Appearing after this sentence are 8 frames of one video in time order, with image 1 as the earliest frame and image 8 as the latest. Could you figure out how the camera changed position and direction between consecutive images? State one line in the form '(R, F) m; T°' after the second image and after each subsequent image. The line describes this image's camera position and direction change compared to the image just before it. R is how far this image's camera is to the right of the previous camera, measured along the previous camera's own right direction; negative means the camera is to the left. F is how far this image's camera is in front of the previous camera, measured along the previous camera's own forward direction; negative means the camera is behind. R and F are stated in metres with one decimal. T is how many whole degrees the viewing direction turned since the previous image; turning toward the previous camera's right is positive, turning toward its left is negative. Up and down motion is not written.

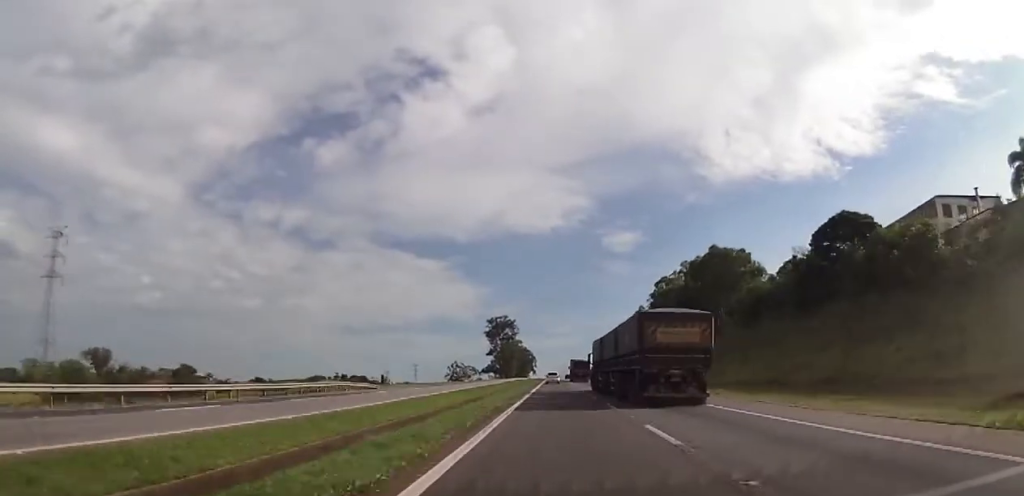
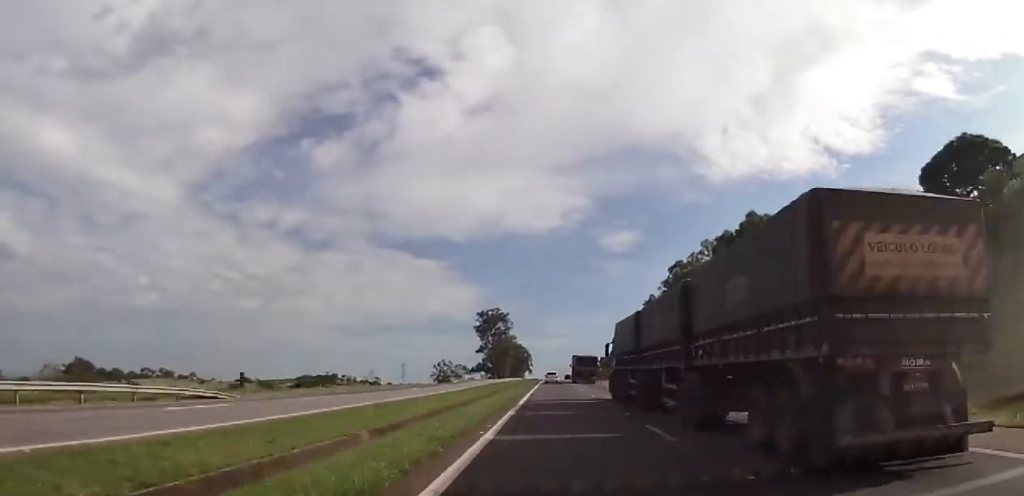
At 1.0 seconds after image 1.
(-0.1, +35.1) m; 0°
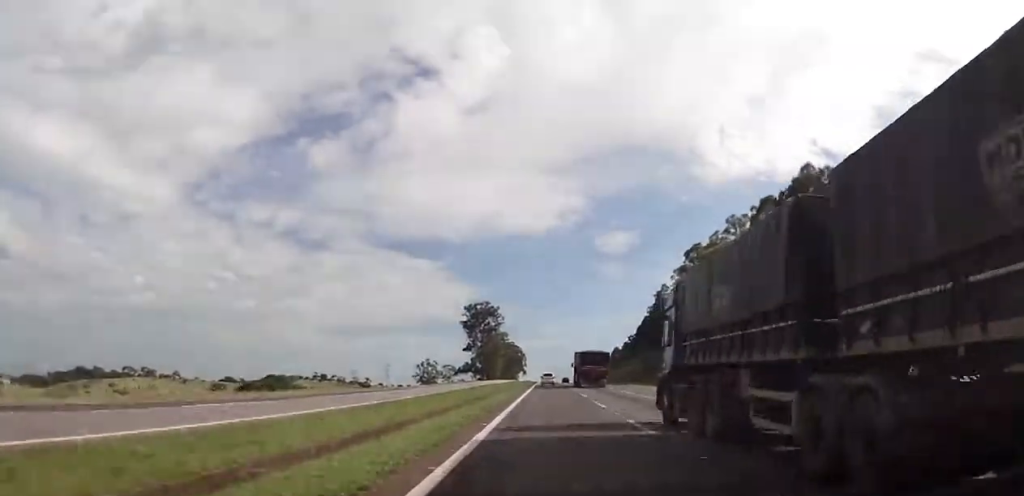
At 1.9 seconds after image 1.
(+0.2, +33.8) m; +1°
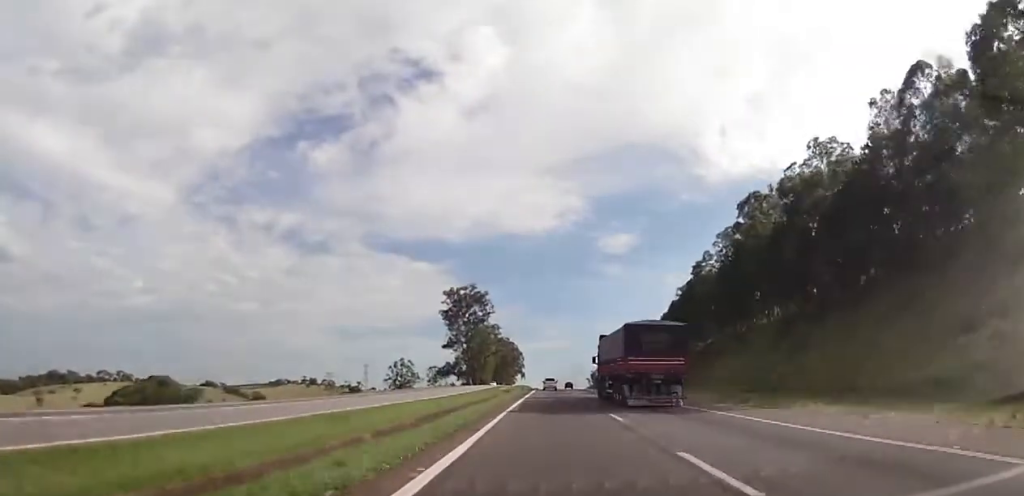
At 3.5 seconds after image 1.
(+0.1, +56.0) m; 0°
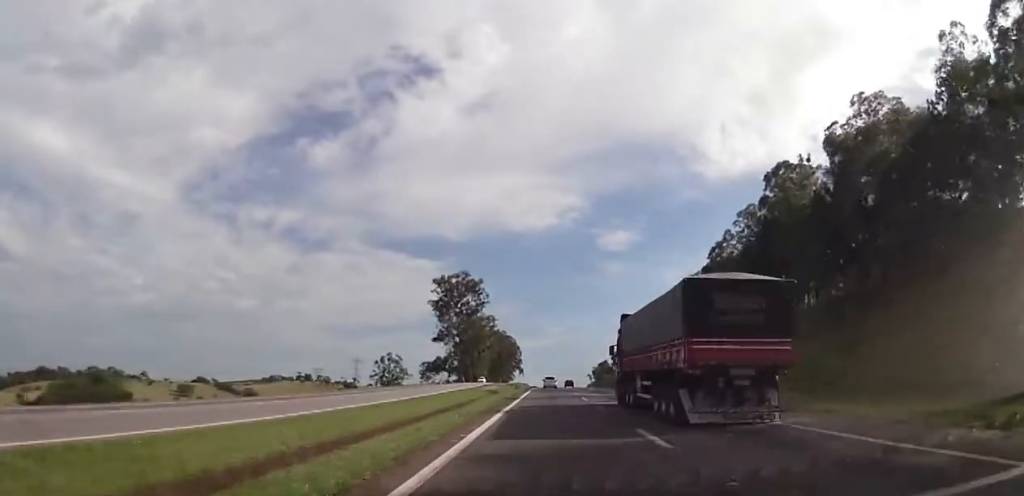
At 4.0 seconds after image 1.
(-0.2, +18.9) m; 0°
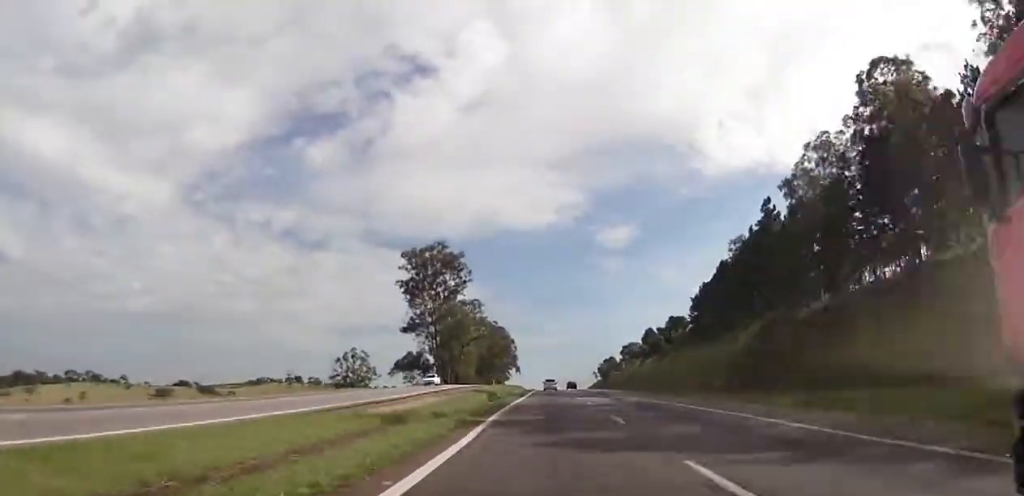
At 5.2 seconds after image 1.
(0.0, +41.9) m; +1°
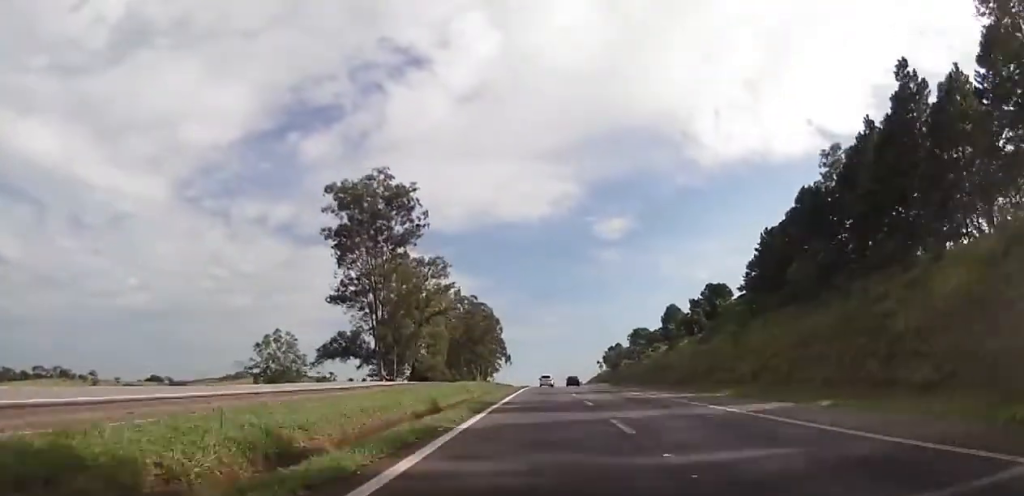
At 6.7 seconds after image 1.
(+0.1, +51.9) m; 0°
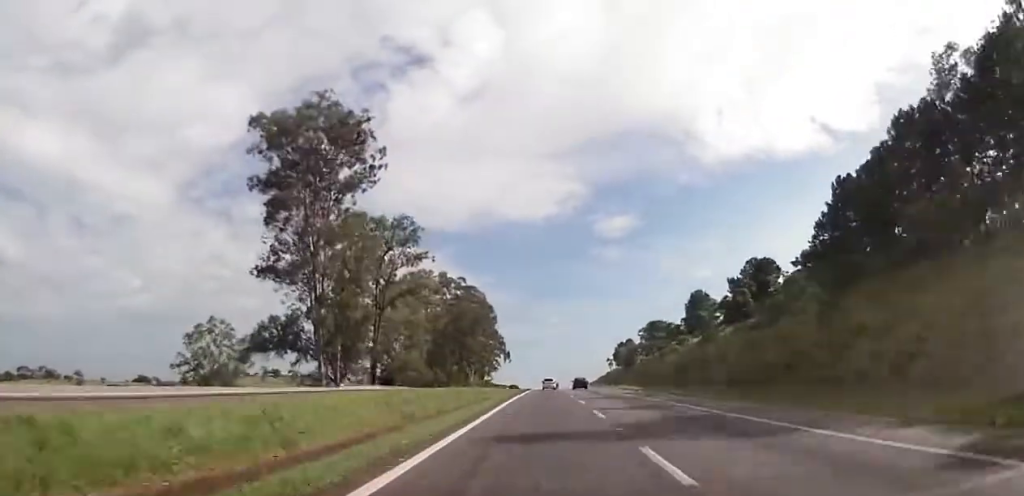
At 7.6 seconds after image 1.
(-0.2, +29.8) m; 0°
